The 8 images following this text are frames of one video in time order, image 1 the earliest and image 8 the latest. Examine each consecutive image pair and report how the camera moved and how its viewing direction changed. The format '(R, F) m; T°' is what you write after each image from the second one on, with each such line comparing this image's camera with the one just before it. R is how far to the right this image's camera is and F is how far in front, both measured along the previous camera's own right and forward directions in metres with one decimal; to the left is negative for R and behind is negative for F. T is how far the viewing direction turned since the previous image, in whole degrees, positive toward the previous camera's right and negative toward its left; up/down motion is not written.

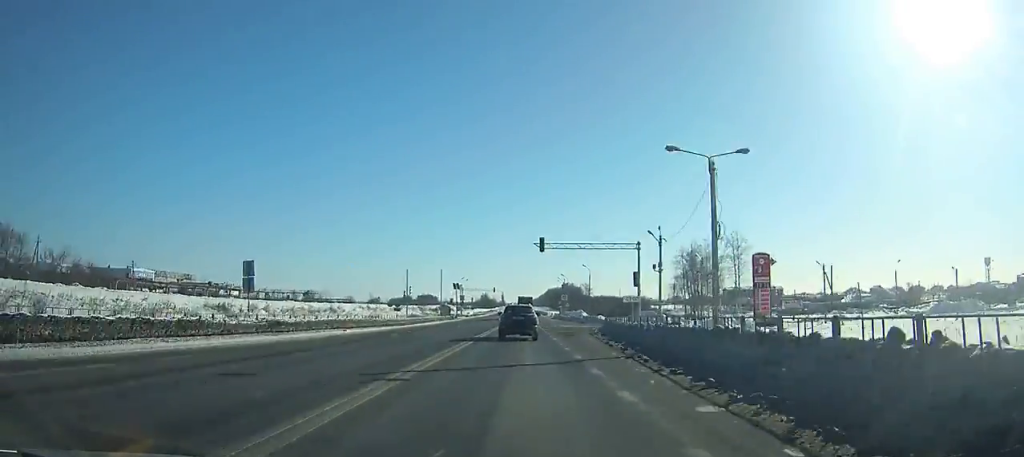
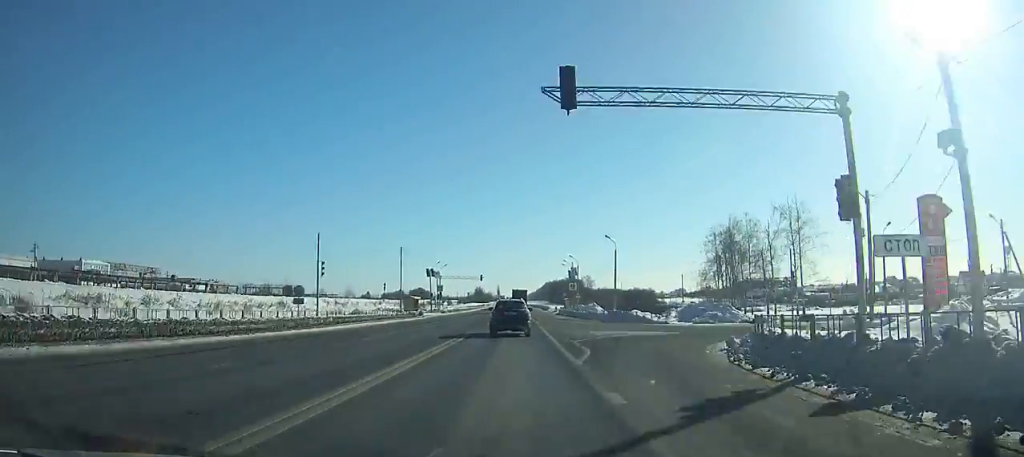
(+0.1, +32.0) m; 0°
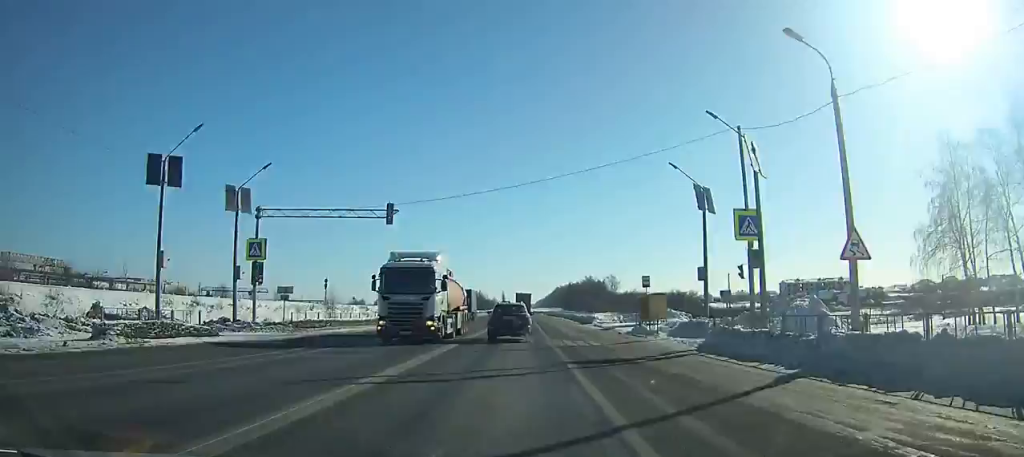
(-0.2, +80.8) m; 0°
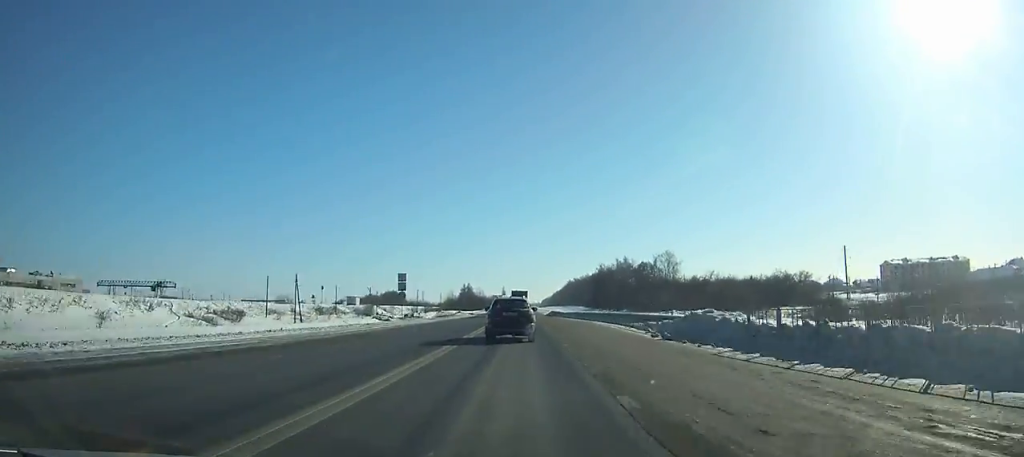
(-0.3, +118.9) m; -1°
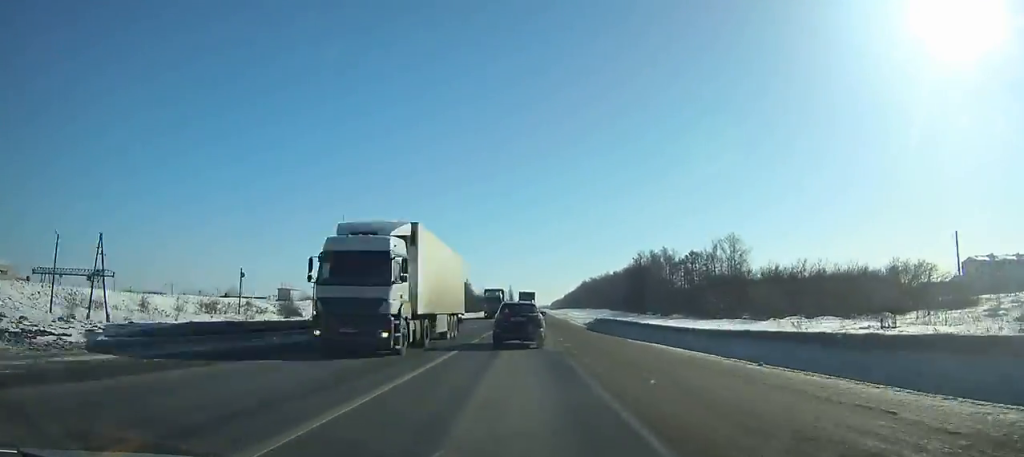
(-0.2, +57.1) m; 0°
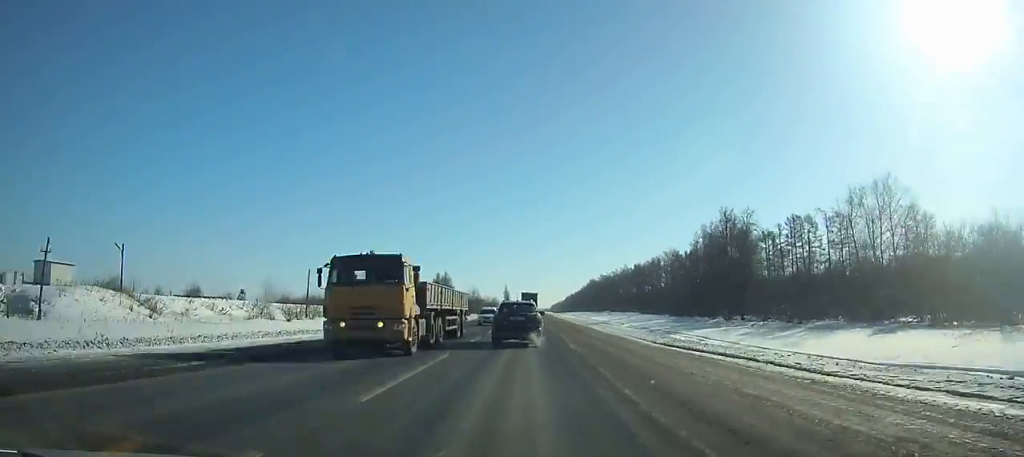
(-0.3, +67.8) m; 0°
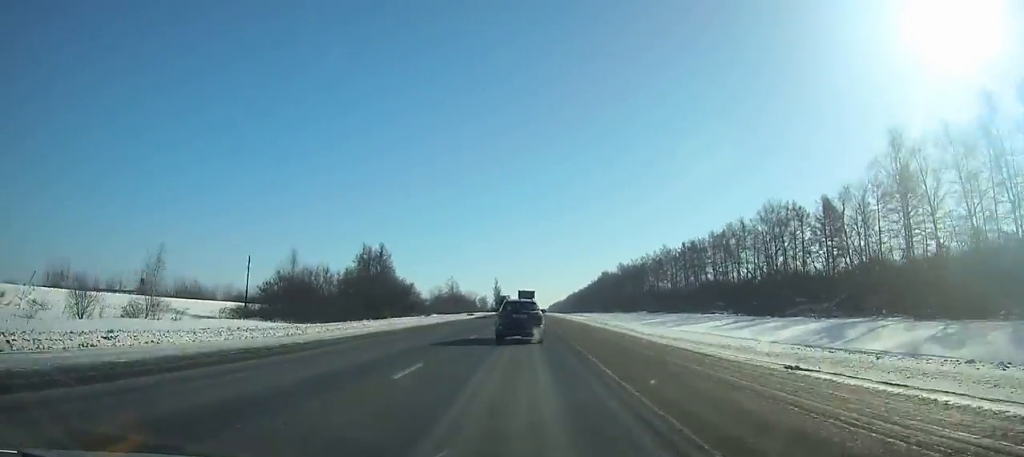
(+0.2, +88.1) m; 0°
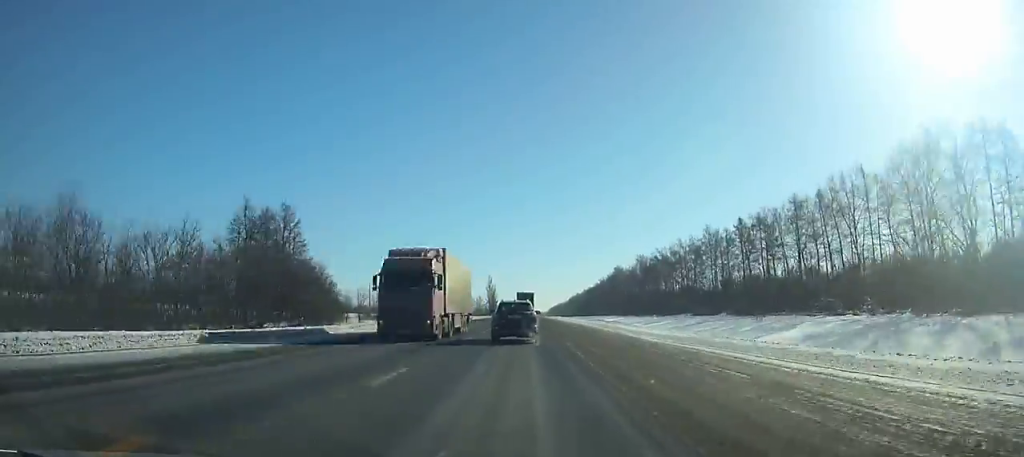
(+0.1, +48.0) m; 0°
